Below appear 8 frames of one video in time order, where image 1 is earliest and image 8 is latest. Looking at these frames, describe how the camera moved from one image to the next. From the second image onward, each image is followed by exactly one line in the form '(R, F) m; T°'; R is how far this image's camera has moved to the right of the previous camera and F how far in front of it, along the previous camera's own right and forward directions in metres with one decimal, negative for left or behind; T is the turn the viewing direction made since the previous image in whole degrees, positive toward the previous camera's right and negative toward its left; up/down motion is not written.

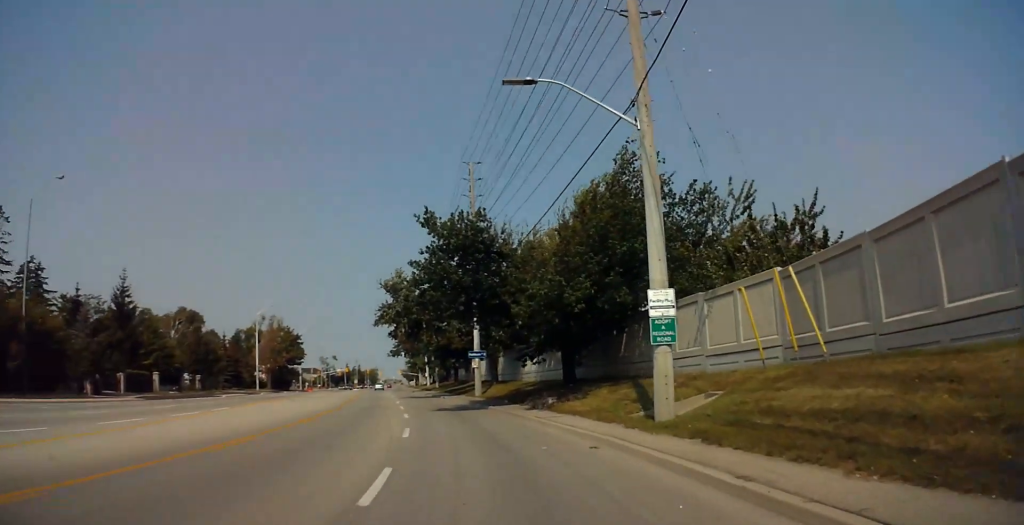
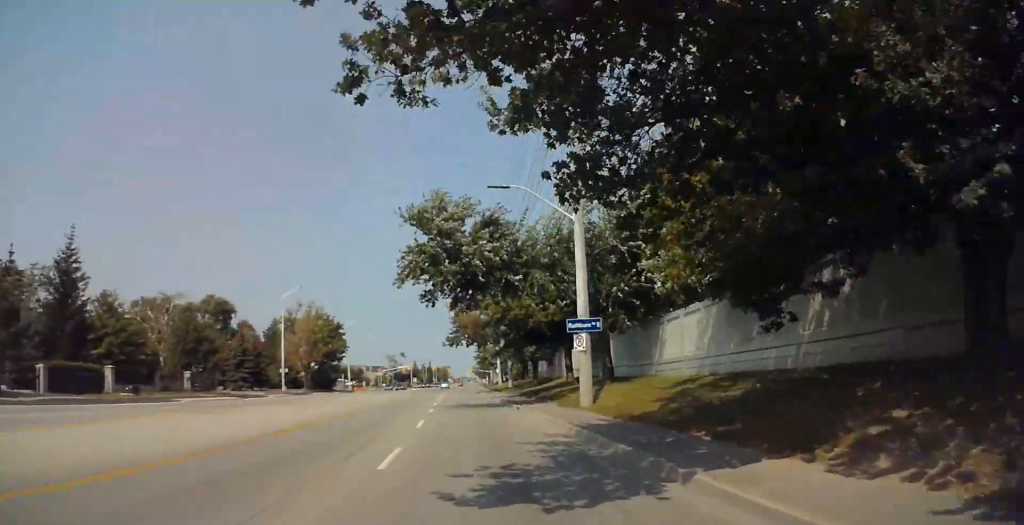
(+0.5, +23.9) m; -3°
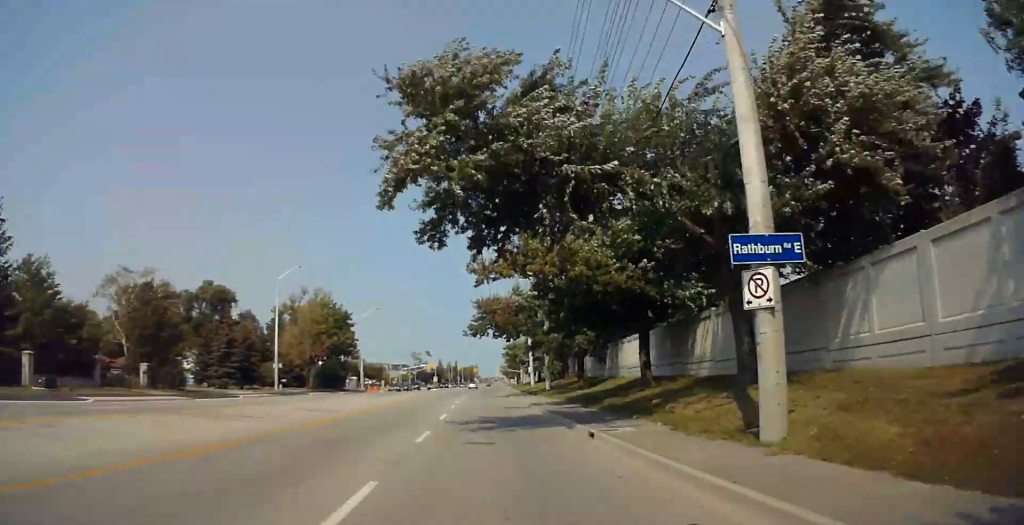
(-1.0, +14.5) m; -7°
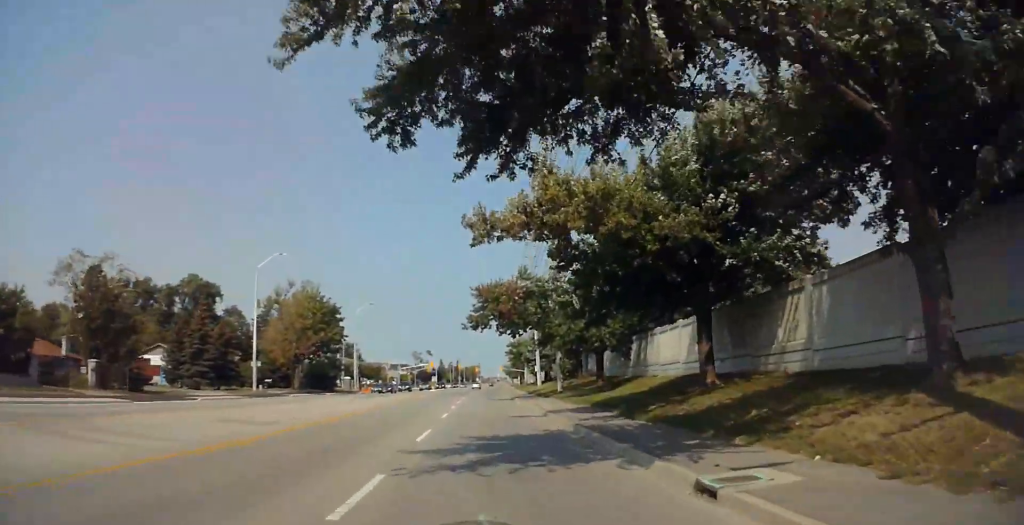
(-0.3, +8.4) m; -2°
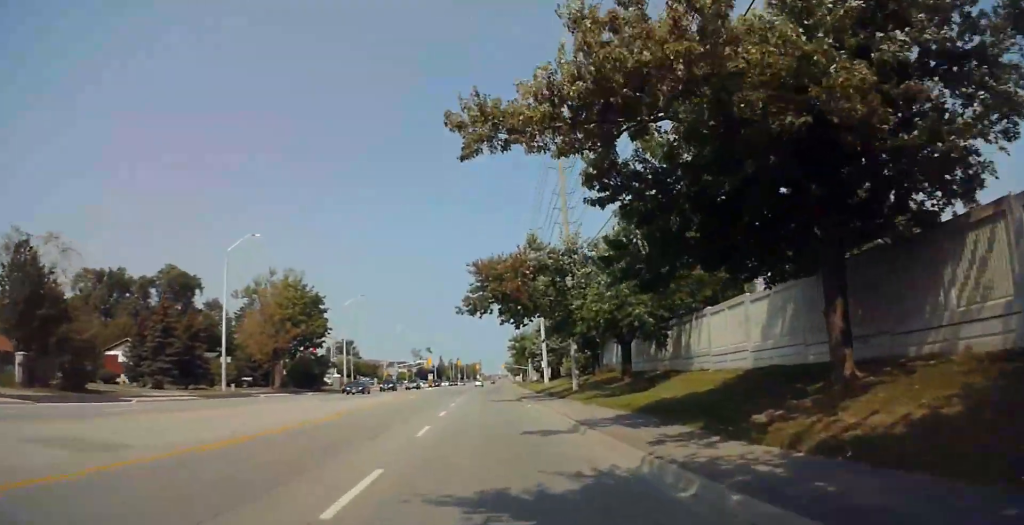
(-0.2, +8.8) m; -1°
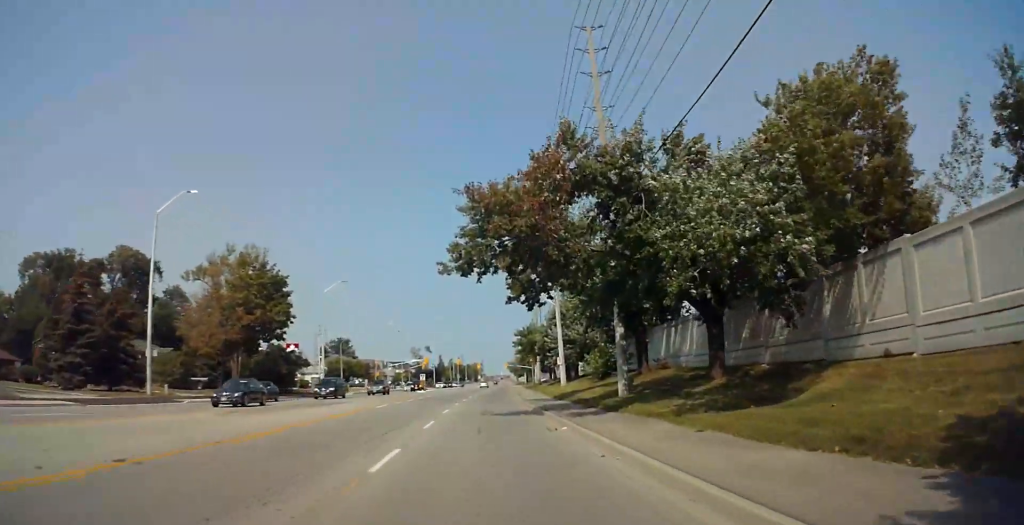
(-0.1, +15.0) m; +1°
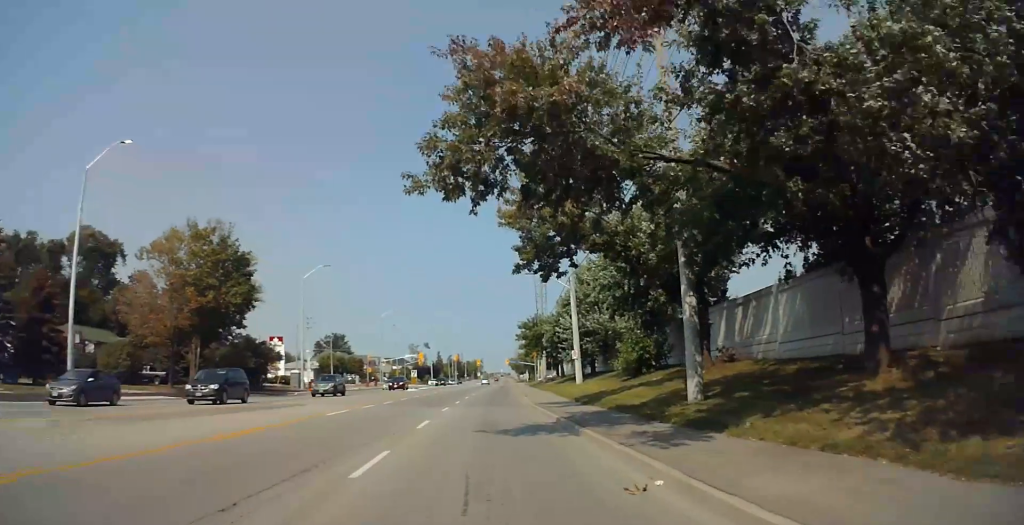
(+0.3, +10.3) m; +1°
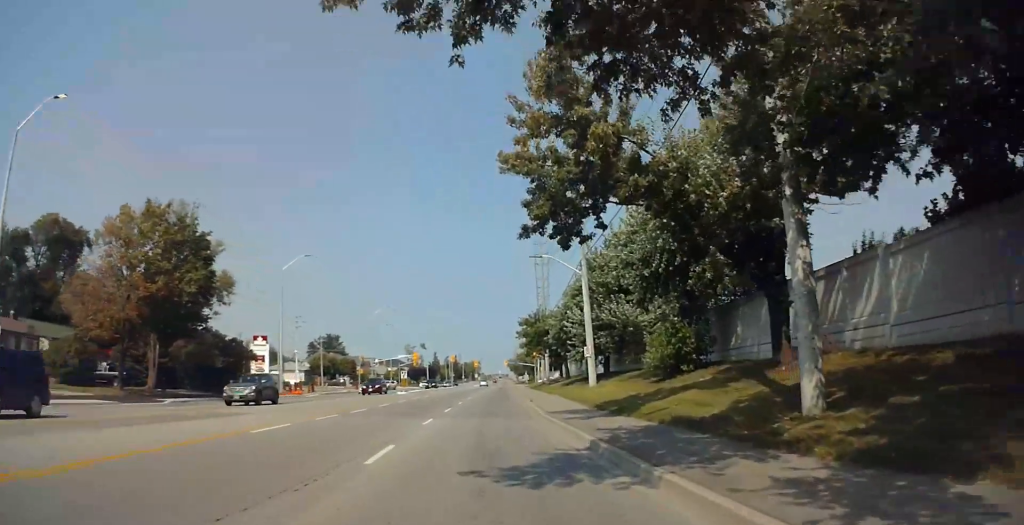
(0.0, +7.5) m; -1°
